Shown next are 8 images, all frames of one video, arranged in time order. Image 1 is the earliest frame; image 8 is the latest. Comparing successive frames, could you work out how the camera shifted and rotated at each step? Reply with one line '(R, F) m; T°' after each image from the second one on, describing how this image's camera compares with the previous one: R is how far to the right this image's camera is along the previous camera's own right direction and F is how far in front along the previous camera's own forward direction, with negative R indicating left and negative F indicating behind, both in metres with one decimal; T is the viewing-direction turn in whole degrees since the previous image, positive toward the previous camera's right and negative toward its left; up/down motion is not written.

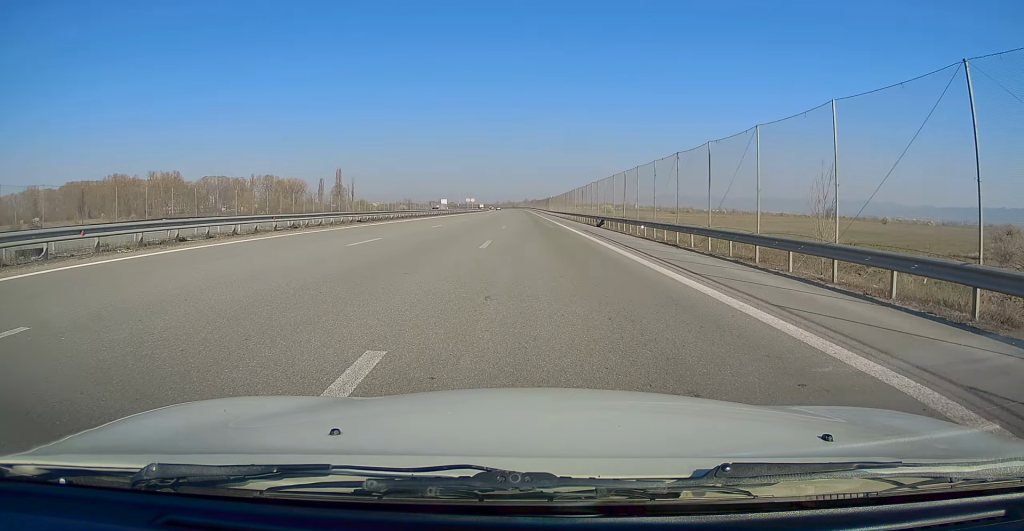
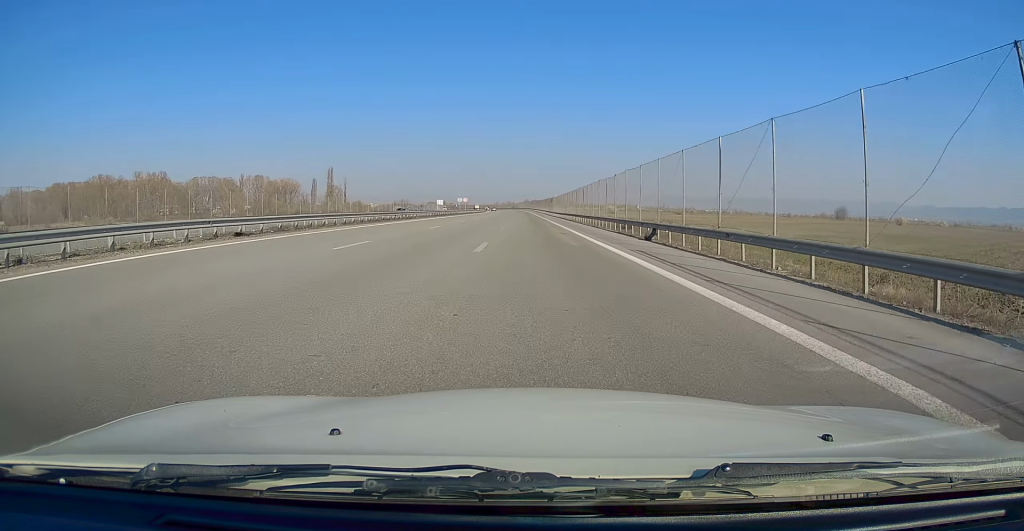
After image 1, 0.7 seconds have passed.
(0.0, +17.3) m; 0°
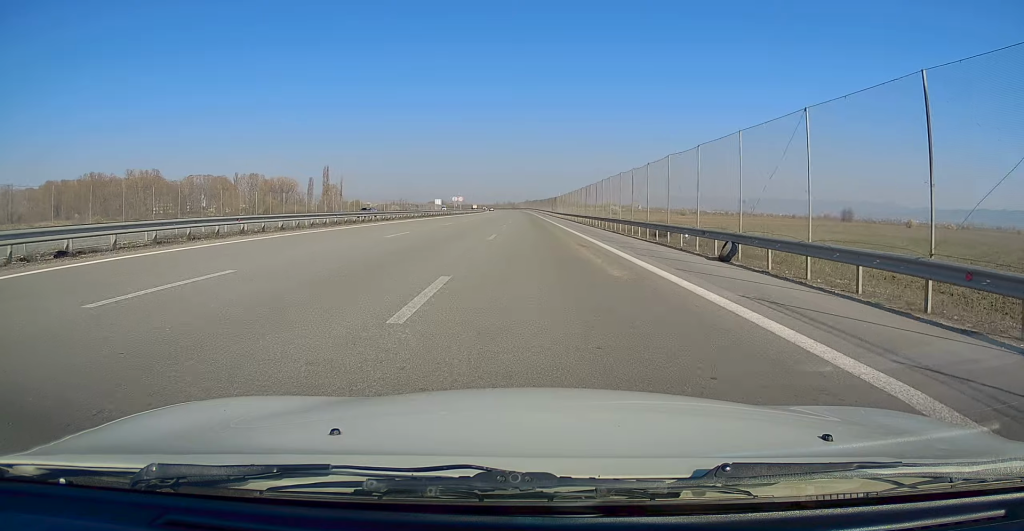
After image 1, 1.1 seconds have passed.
(0.0, +9.8) m; 0°
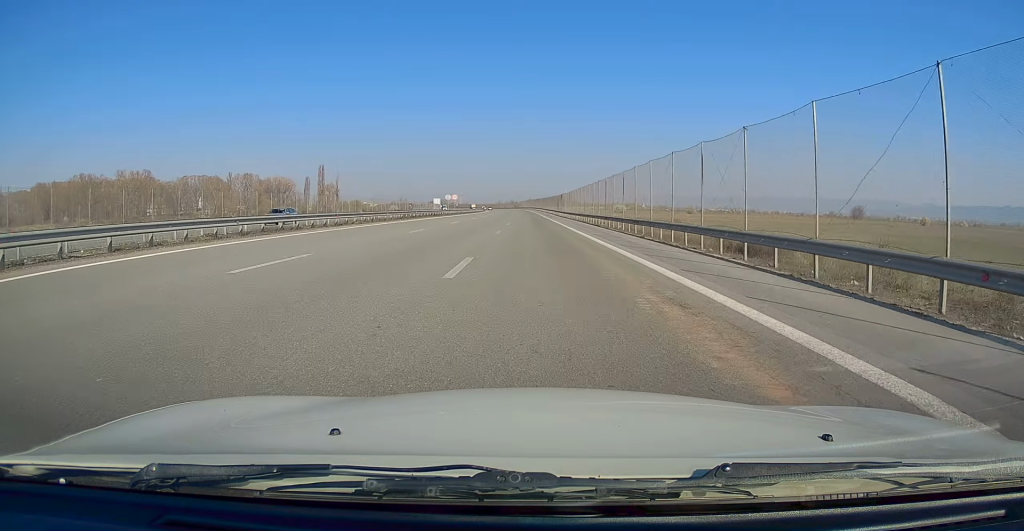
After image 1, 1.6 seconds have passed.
(0.0, +12.3) m; 0°
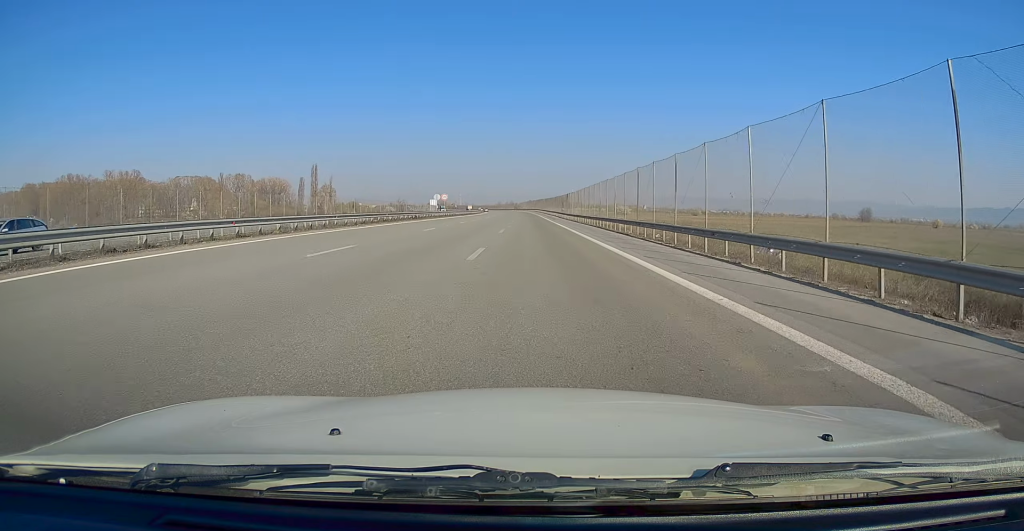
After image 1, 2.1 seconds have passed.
(0.0, +12.3) m; 0°
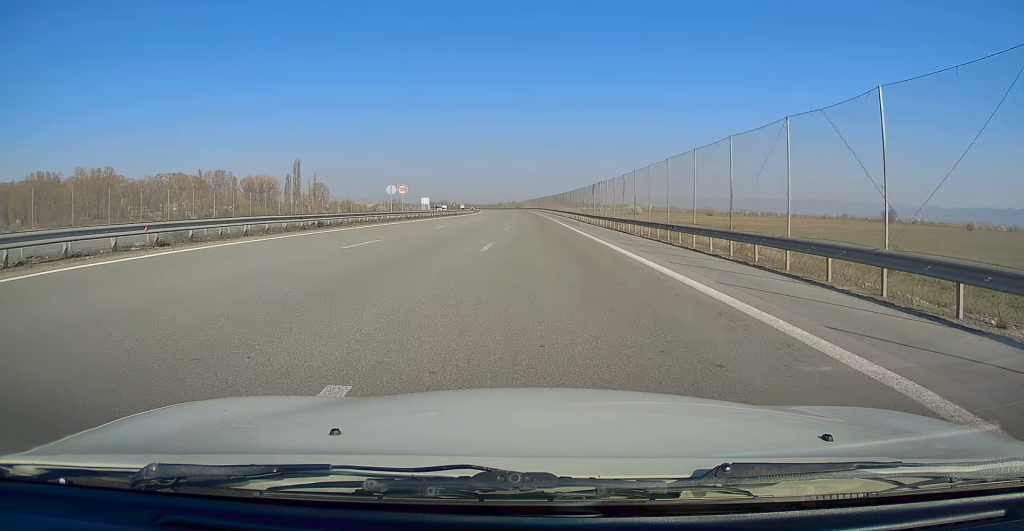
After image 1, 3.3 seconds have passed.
(-0.1, +29.7) m; 0°
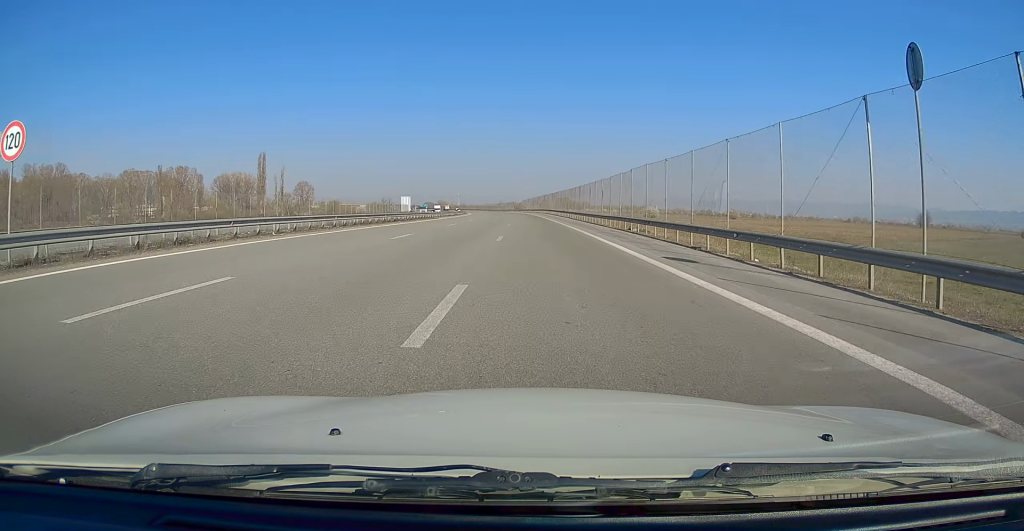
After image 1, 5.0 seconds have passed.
(+0.1, +43.3) m; 0°
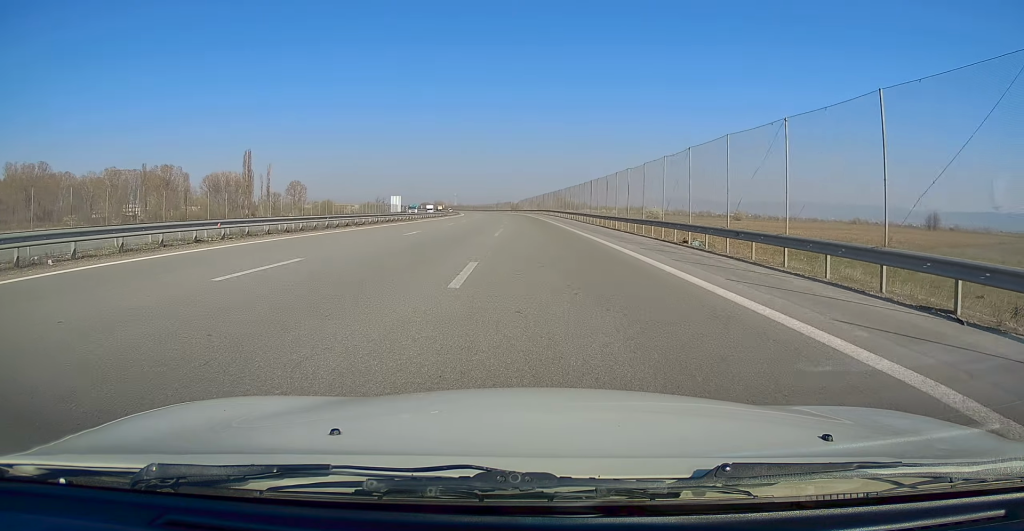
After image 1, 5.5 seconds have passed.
(0.0, +12.5) m; 0°
